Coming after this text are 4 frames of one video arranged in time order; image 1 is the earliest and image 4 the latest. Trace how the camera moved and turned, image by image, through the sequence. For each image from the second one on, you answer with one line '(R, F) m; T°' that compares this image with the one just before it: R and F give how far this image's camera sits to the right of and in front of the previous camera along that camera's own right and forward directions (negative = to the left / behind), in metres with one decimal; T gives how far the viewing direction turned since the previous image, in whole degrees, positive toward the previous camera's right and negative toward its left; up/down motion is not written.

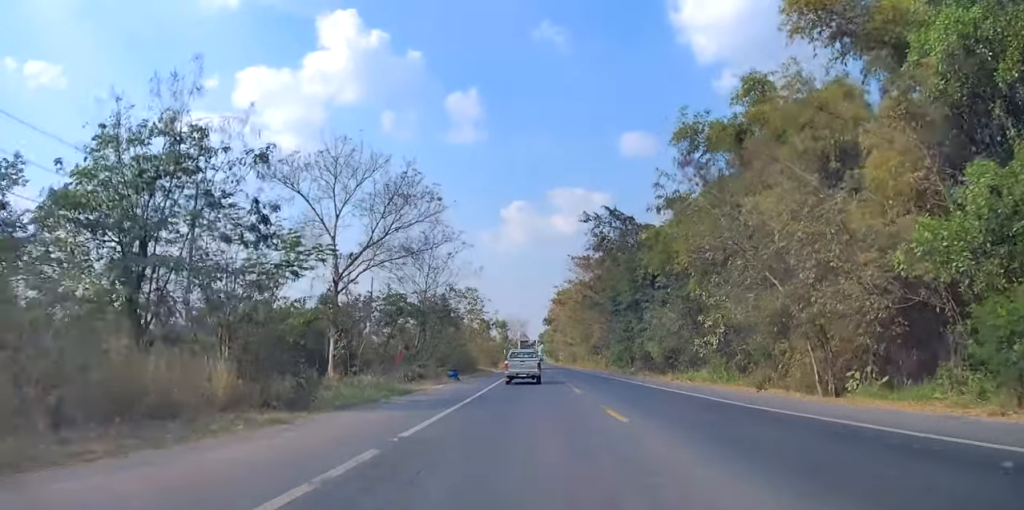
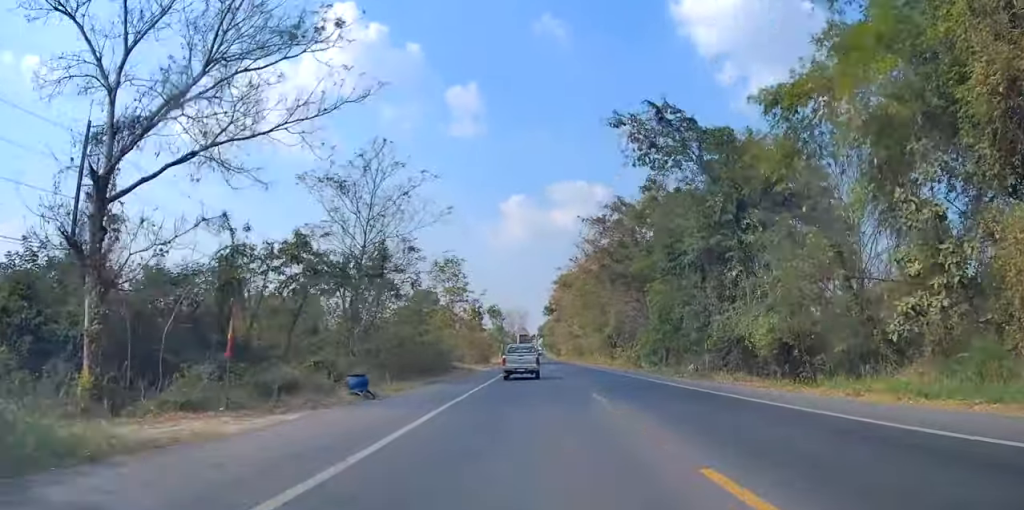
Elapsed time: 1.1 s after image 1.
(-0.3, +20.4) m; 0°
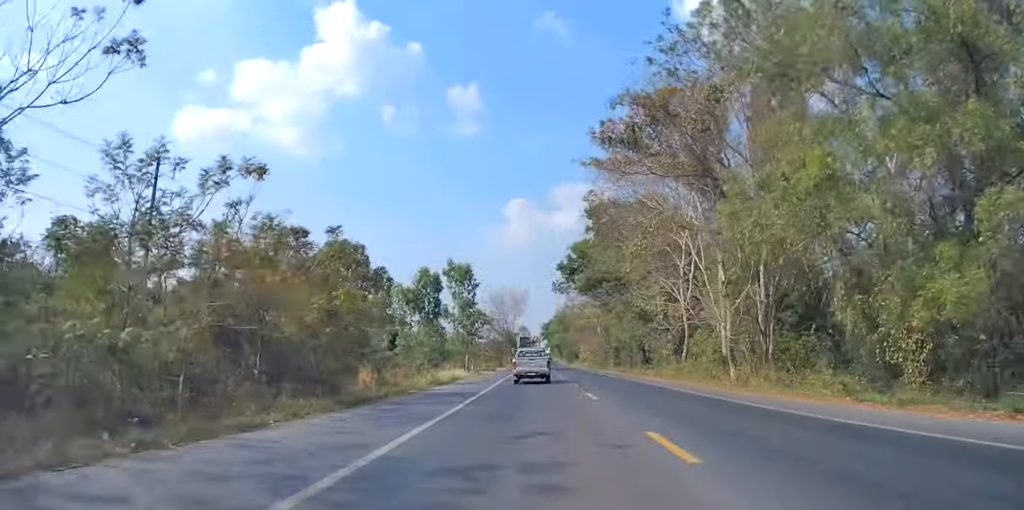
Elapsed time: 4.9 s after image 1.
(+0.3, +70.5) m; 0°
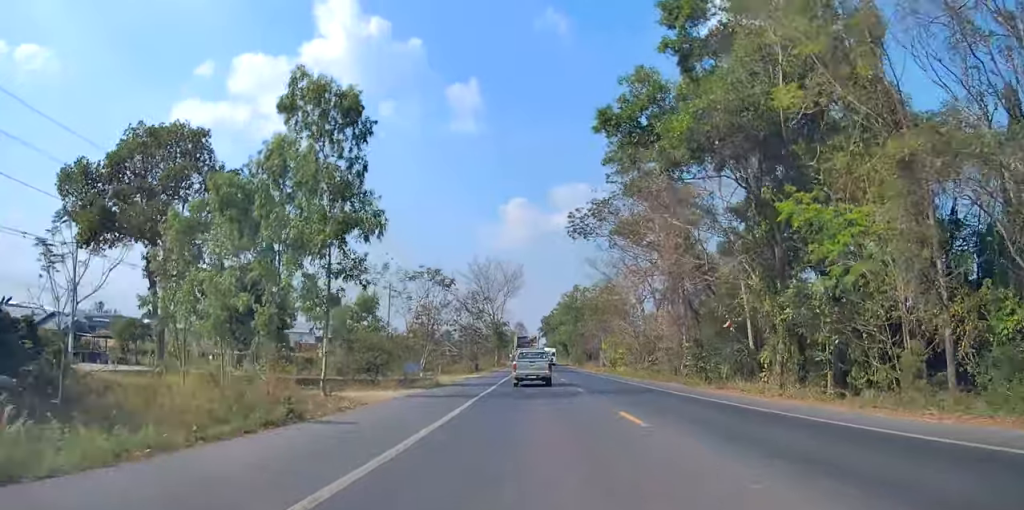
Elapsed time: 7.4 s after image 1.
(-0.1, +45.0) m; 0°
